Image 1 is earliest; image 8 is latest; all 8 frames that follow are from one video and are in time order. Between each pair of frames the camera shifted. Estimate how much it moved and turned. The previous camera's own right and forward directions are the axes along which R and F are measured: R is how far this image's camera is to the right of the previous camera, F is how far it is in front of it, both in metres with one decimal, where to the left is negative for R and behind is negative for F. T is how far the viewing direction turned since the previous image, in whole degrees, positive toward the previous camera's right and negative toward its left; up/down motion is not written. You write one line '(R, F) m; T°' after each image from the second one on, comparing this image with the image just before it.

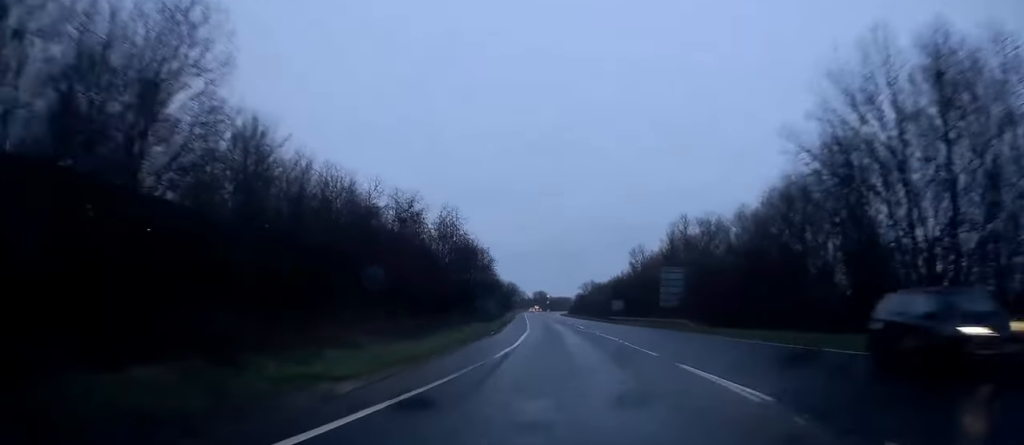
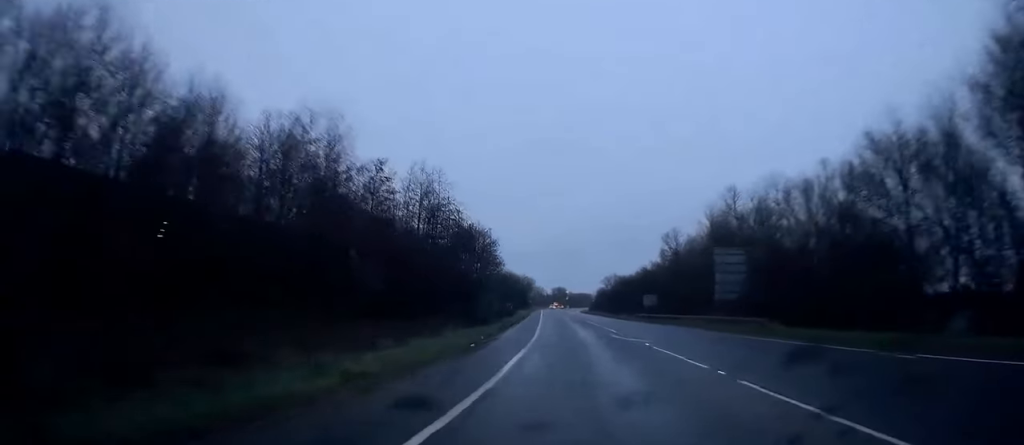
(-0.2, +12.7) m; -1°
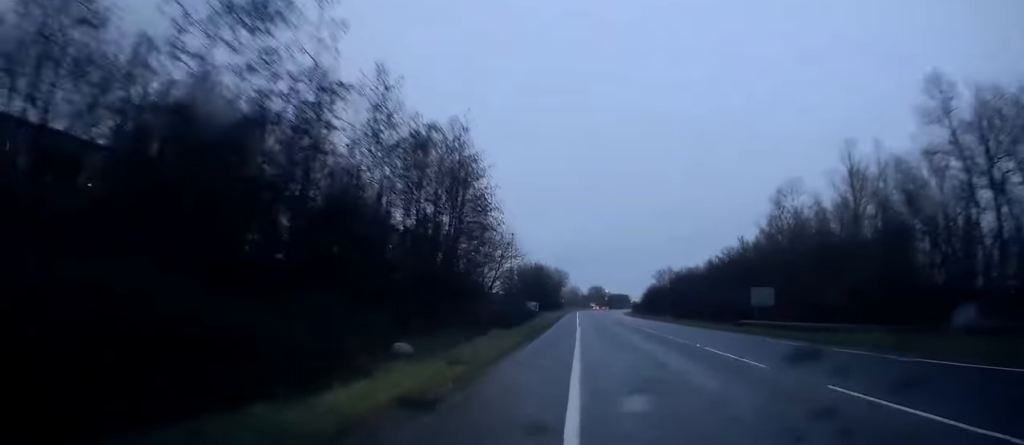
(-0.4, +29.1) m; -1°
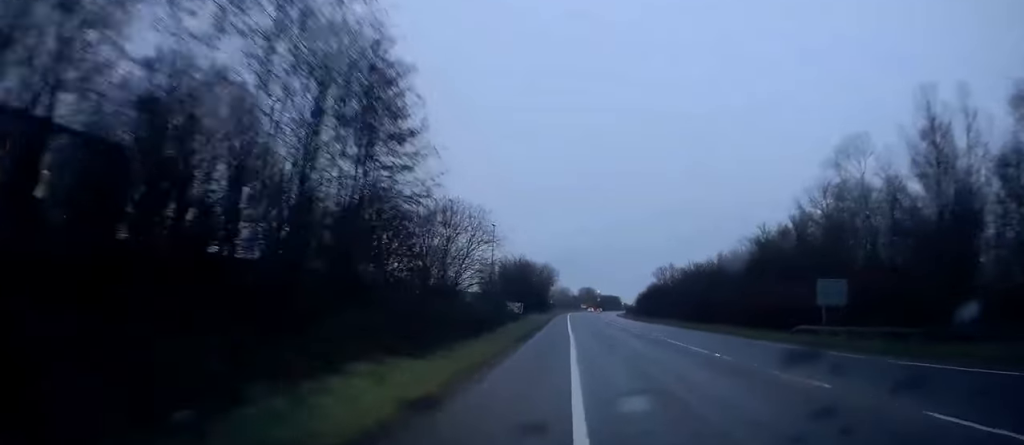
(0.0, +12.7) m; 0°
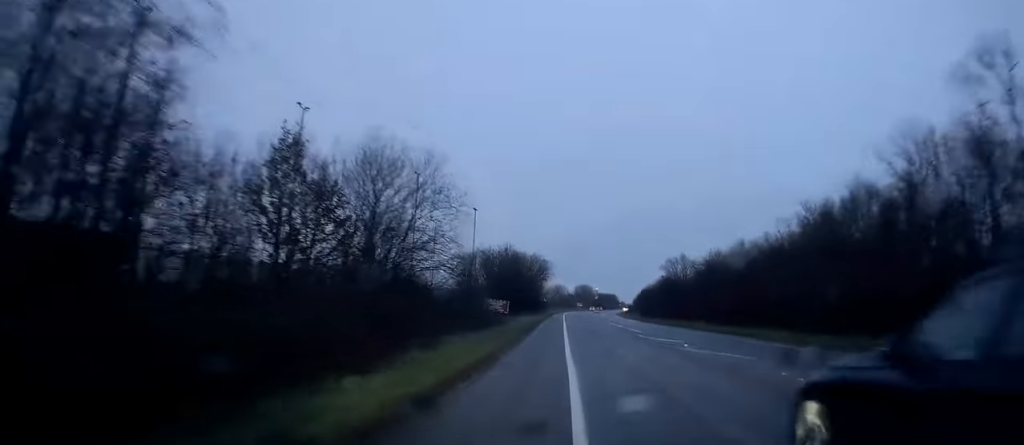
(-0.1, +14.8) m; 0°
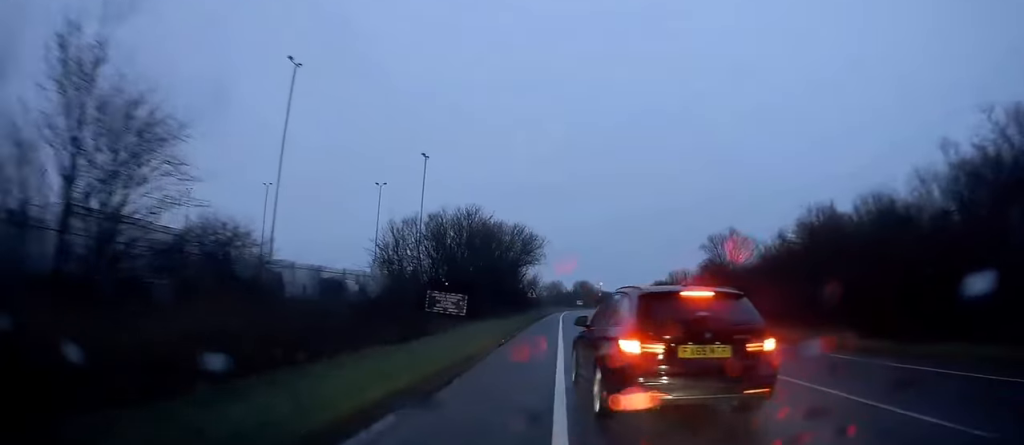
(-0.2, +27.0) m; 0°
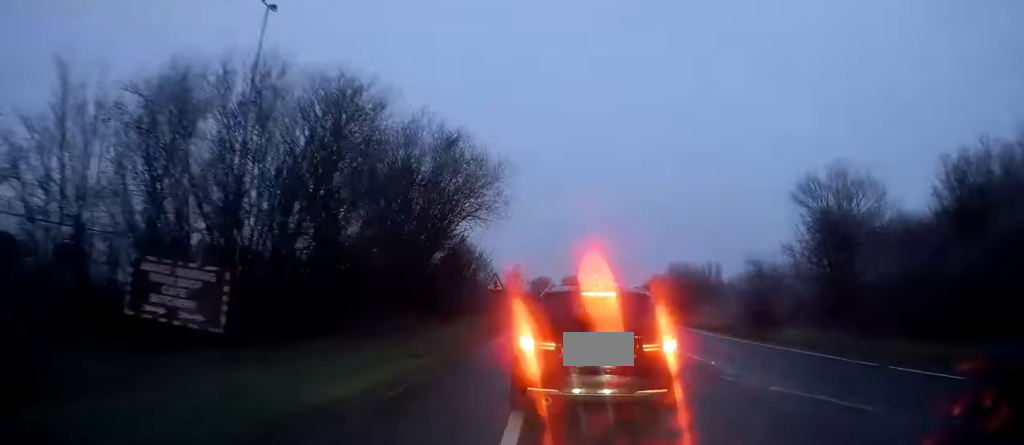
(+0.4, +27.0) m; 0°
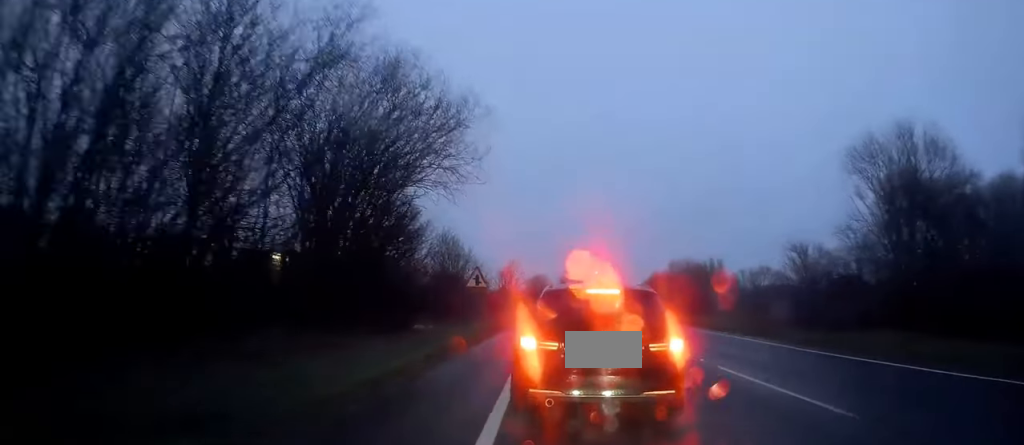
(0.0, +8.0) m; -1°
